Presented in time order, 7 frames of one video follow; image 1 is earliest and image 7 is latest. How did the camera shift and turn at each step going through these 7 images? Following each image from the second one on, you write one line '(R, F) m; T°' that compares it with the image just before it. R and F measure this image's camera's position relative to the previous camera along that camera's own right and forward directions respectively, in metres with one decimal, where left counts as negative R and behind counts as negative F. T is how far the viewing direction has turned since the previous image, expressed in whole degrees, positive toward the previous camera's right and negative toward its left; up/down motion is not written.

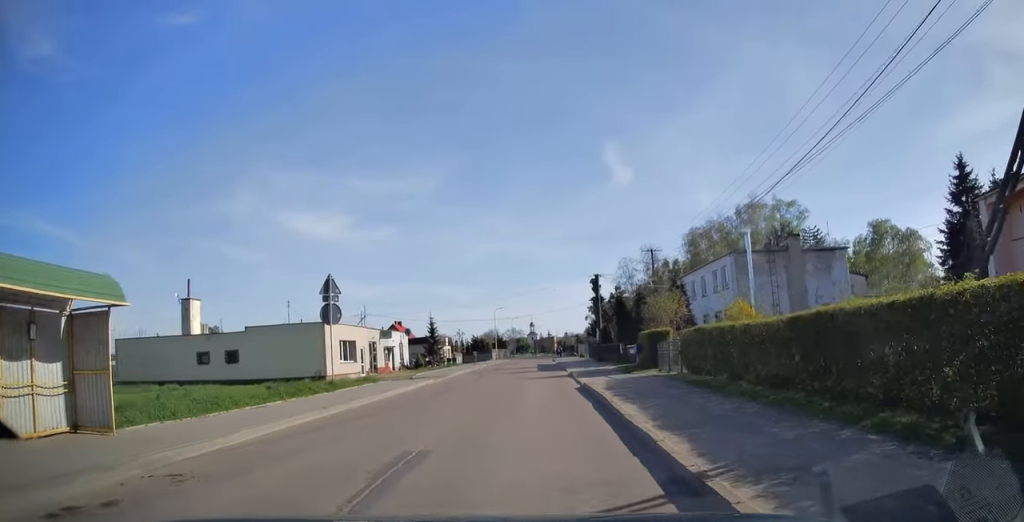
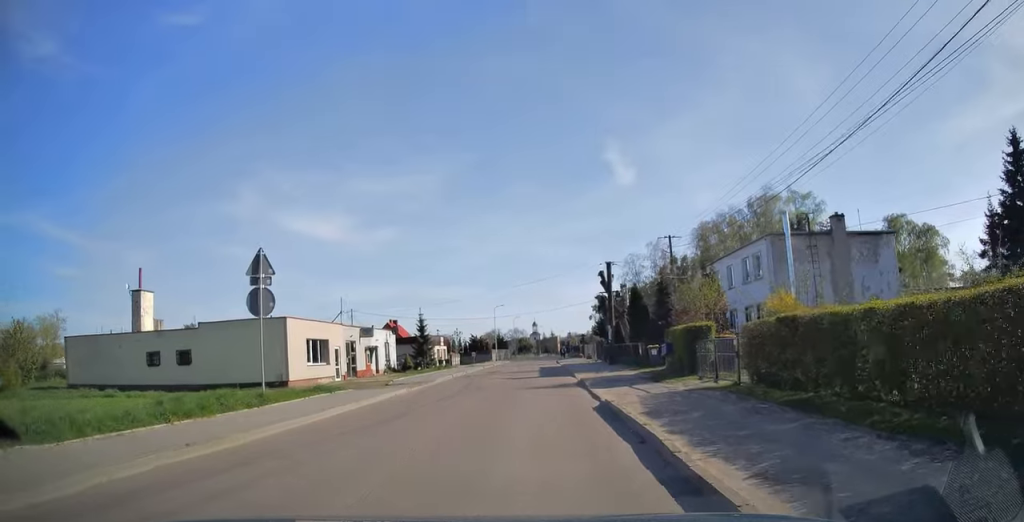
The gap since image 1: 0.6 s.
(0.0, +5.7) m; 0°
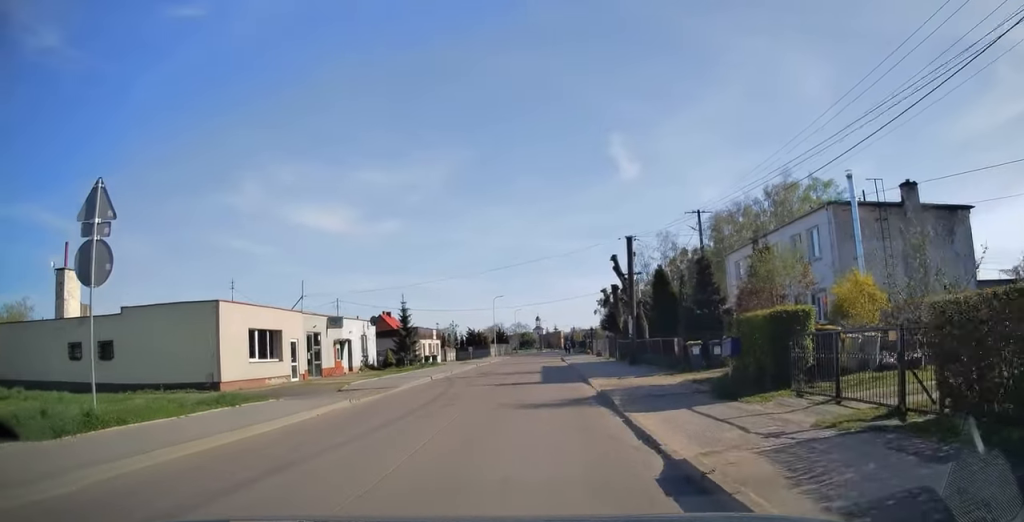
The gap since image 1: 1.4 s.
(0.0, +6.7) m; 0°
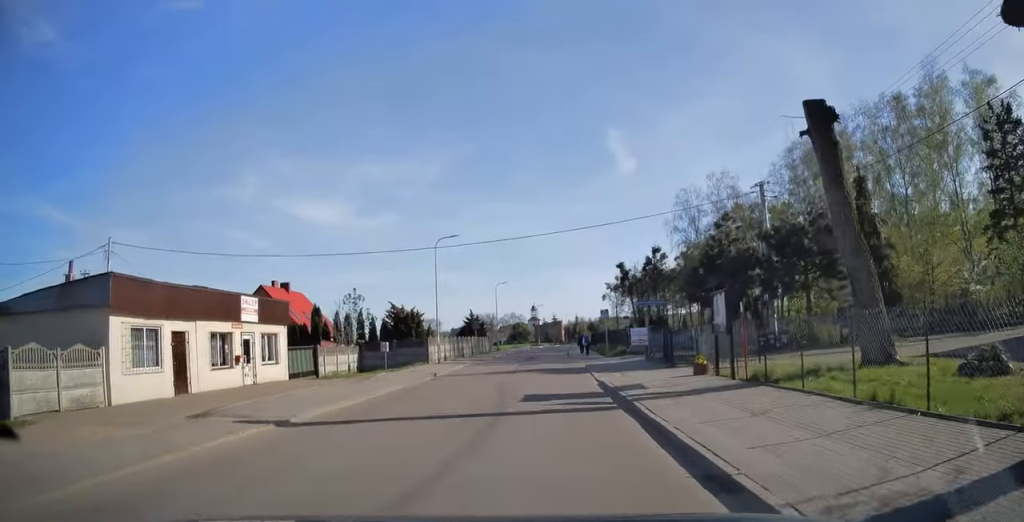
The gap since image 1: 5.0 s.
(-0.2, +41.0) m; 0°
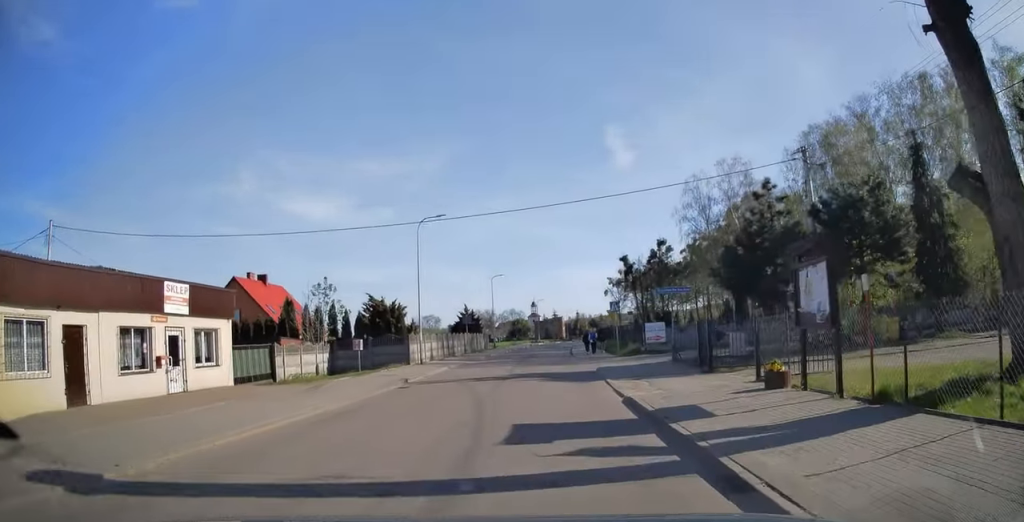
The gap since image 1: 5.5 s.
(0.0, +5.4) m; 0°
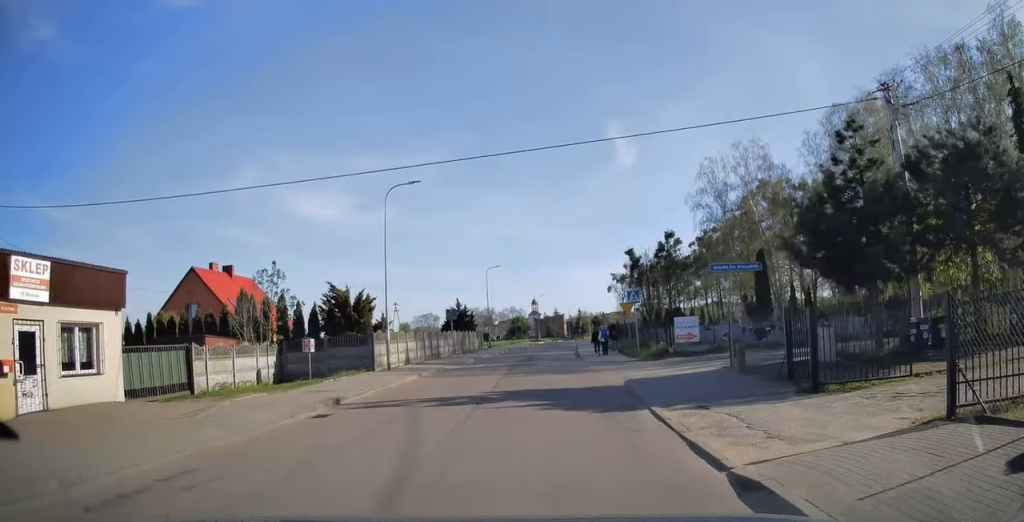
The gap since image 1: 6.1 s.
(0.0, +7.0) m; 0°
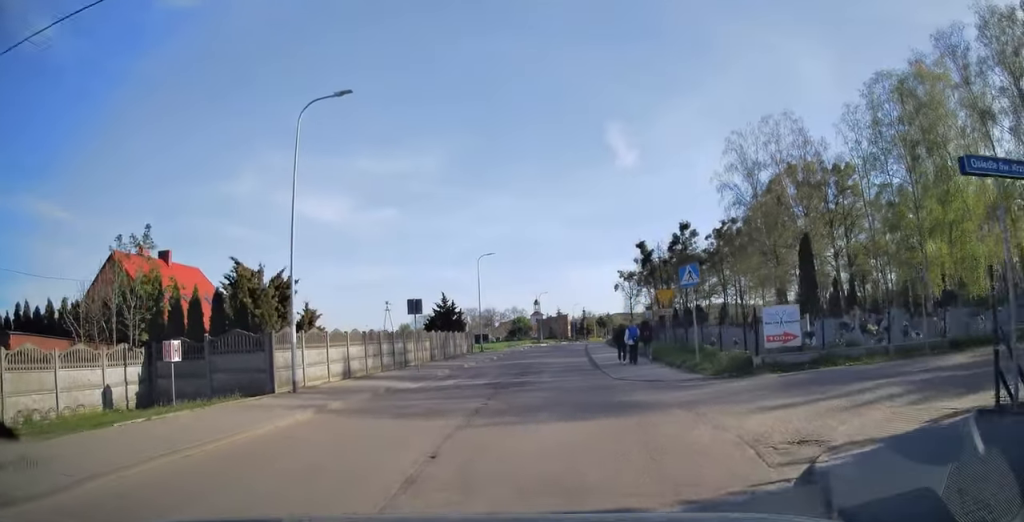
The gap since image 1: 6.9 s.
(0.0, +10.3) m; 0°
